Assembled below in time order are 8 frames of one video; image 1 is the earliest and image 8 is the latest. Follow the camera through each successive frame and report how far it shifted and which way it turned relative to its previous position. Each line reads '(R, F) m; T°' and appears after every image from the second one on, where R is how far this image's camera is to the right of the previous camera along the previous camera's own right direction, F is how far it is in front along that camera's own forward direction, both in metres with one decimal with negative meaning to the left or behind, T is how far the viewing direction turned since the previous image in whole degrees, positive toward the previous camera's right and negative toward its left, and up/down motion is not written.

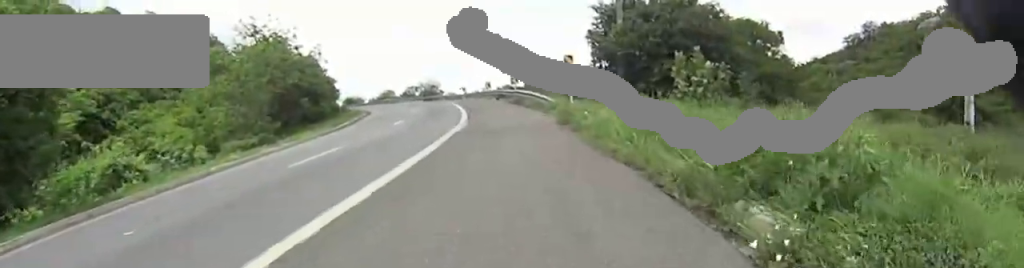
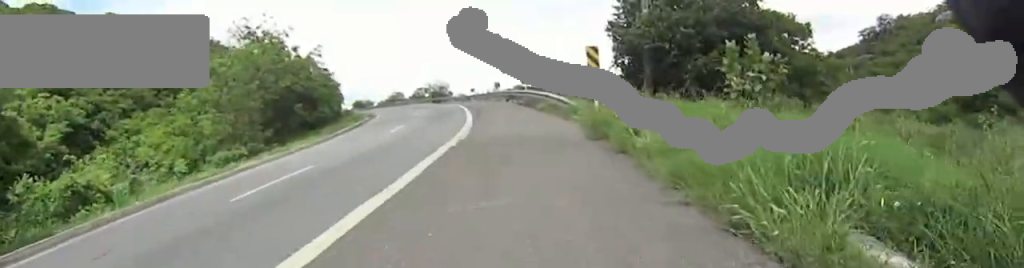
(0.0, +3.2) m; 0°
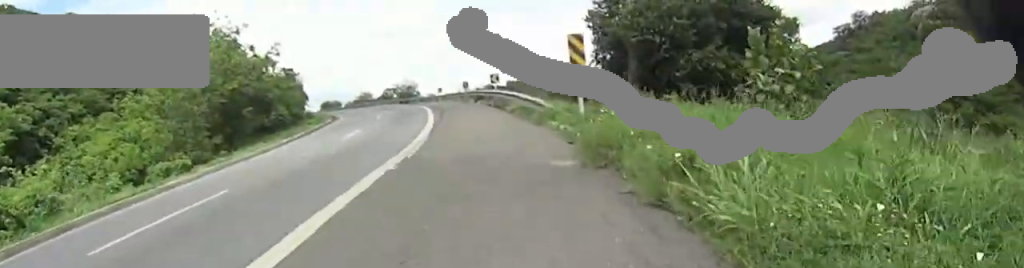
(0.0, +3.2) m; 0°
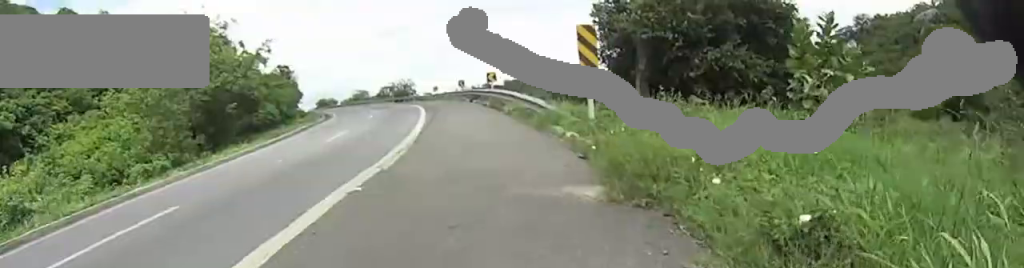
(0.0, +2.0) m; 0°
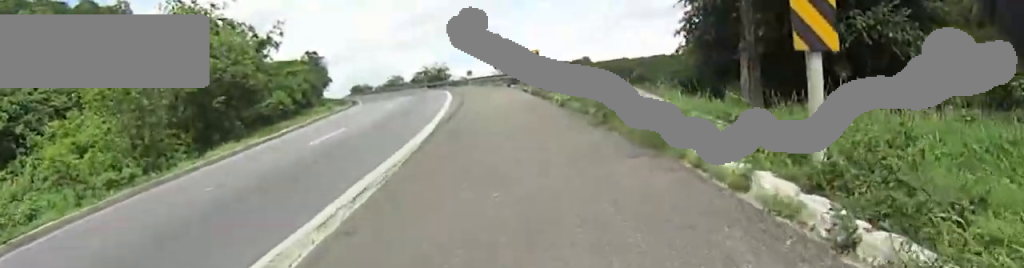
(0.0, +8.0) m; 0°
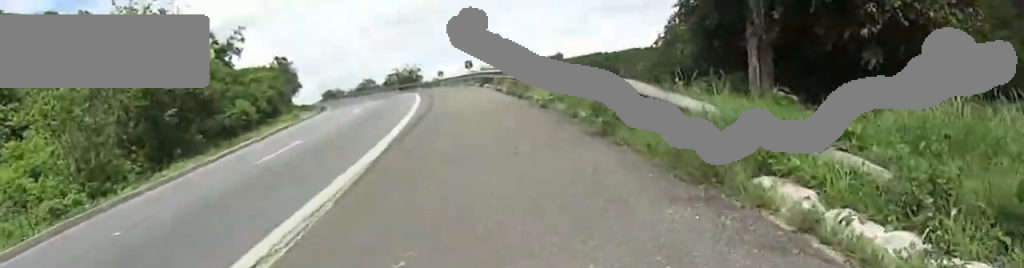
(0.0, +2.8) m; 0°
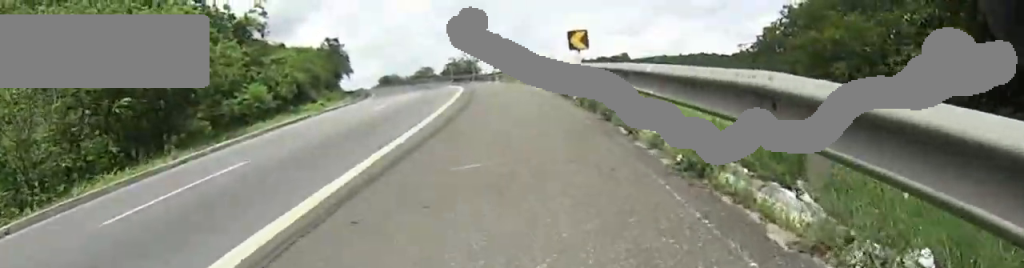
(0.0, +6.7) m; 0°
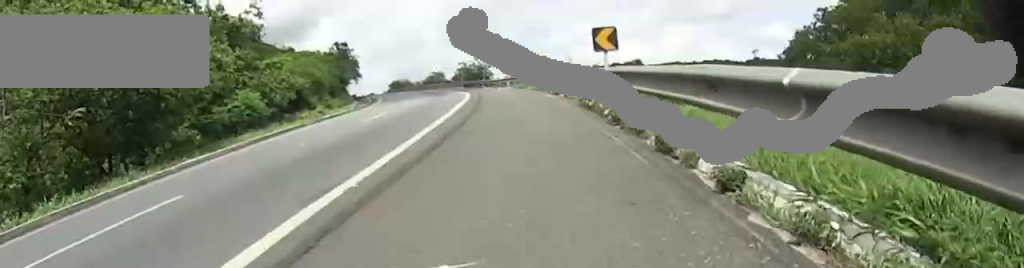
(0.0, +1.8) m; -2°
